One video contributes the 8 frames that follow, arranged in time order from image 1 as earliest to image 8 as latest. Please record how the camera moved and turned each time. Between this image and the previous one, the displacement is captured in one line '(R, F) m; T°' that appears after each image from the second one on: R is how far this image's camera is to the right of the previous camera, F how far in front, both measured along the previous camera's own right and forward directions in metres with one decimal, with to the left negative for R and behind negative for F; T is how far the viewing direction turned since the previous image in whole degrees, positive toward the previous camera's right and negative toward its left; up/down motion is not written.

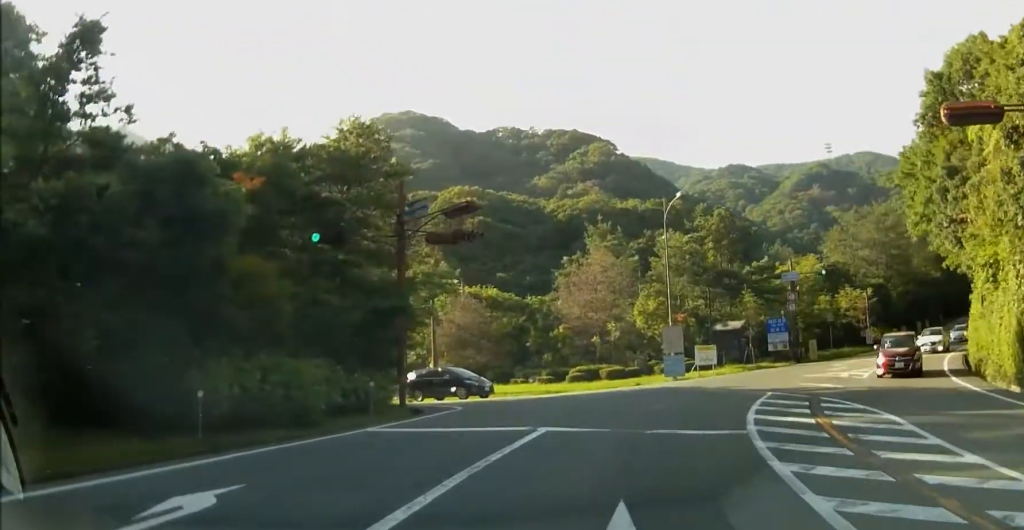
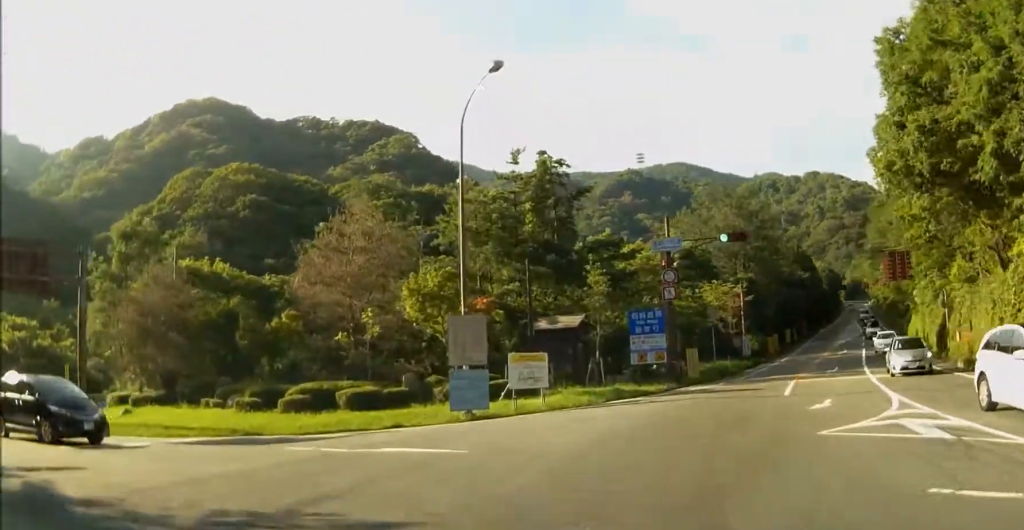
(+2.2, +20.0) m; +14°
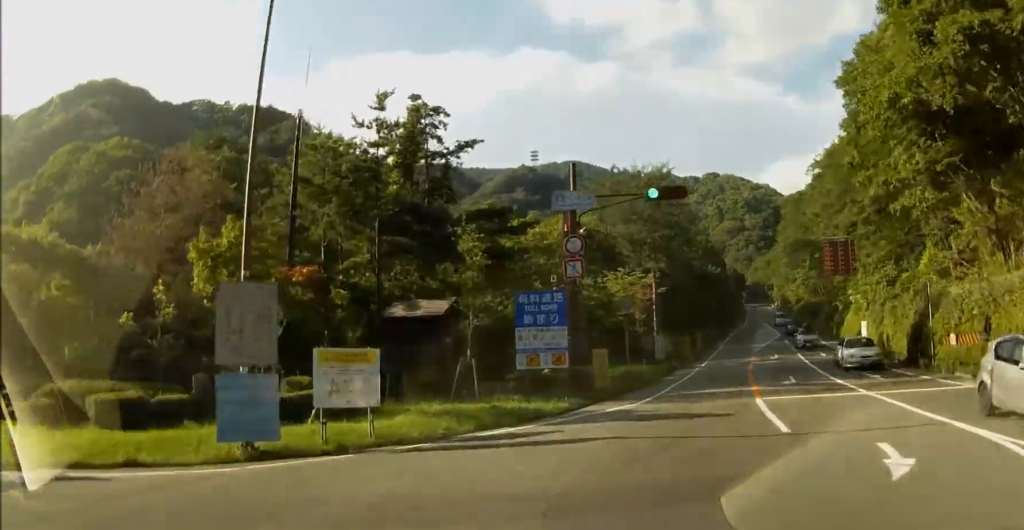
(+0.2, +8.8) m; +9°
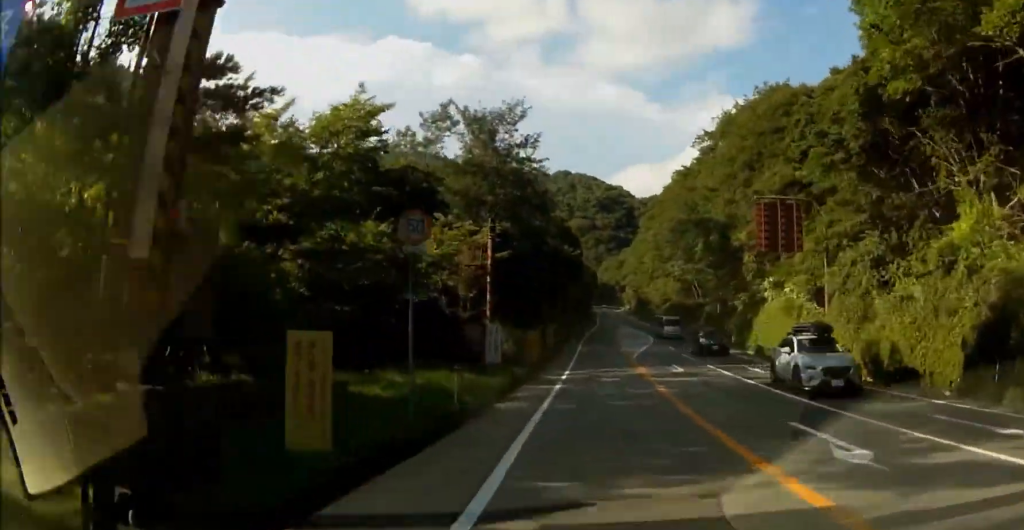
(+2.4, +16.4) m; +14°
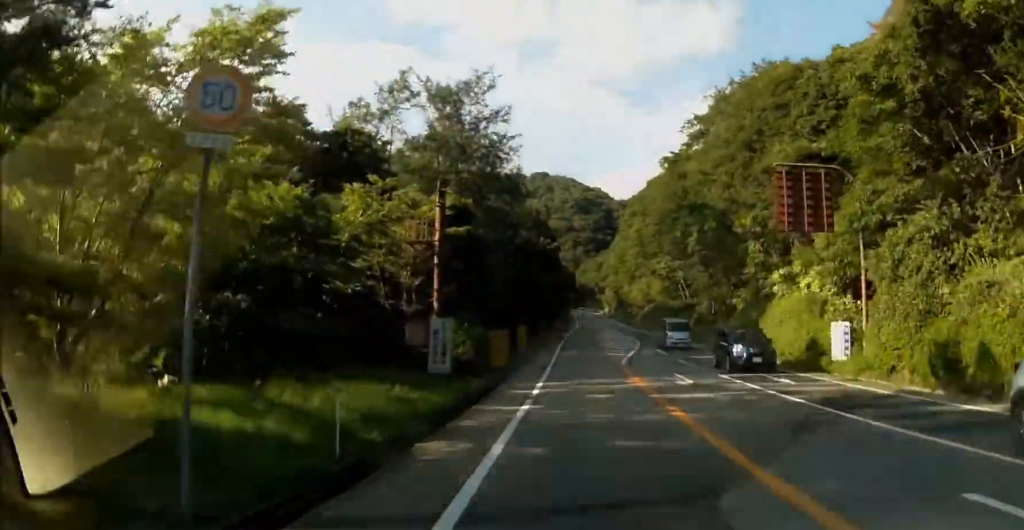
(-0.3, +6.4) m; +5°
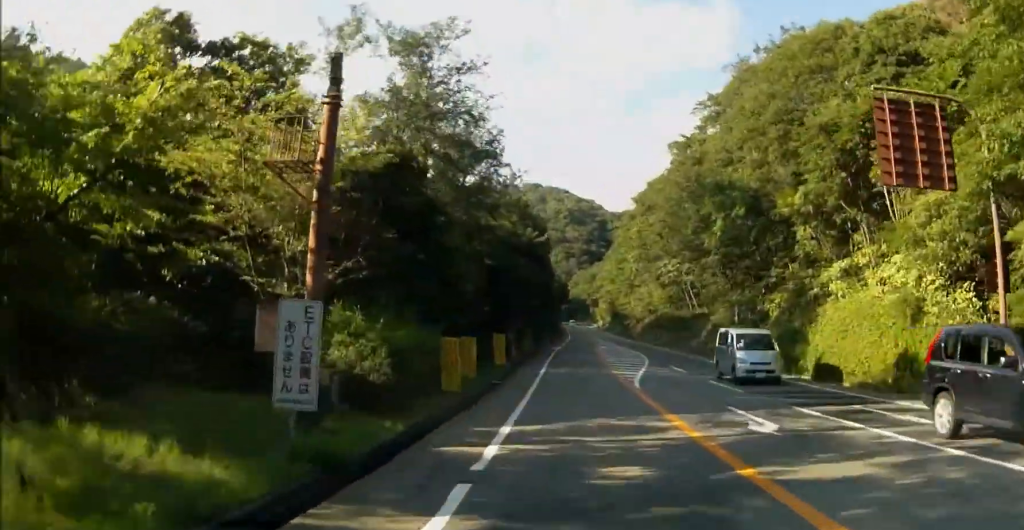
(+1.1, +9.3) m; +5°
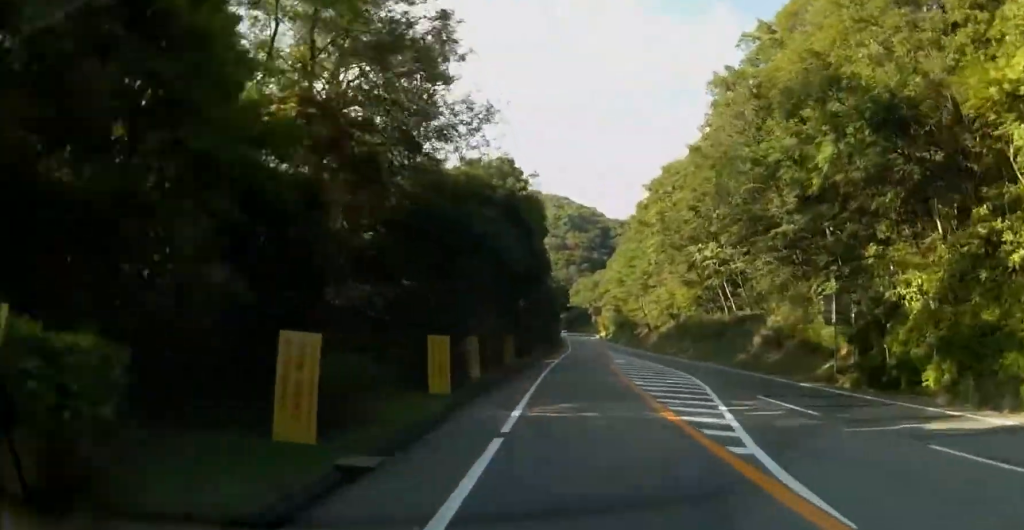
(+0.7, +15.6) m; +2°
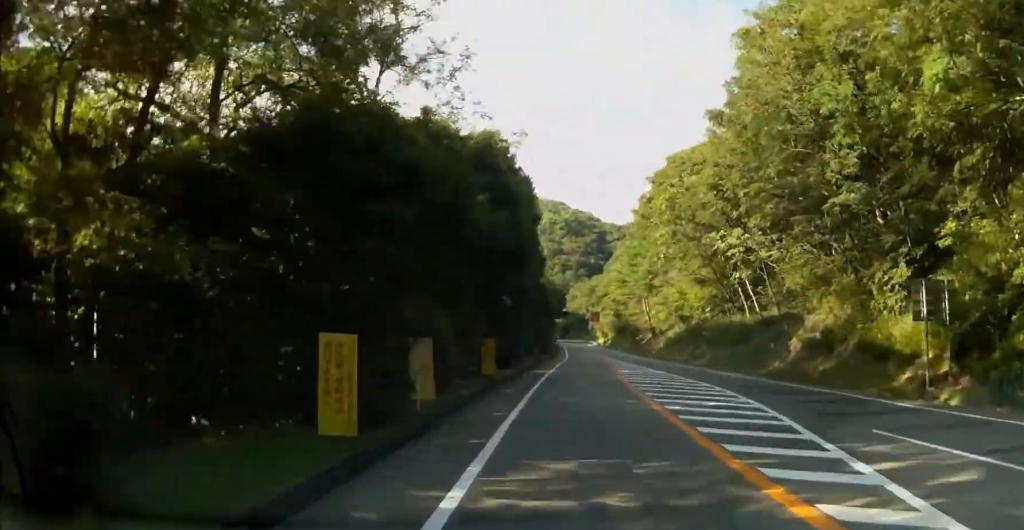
(0.0, +7.5) m; 0°
